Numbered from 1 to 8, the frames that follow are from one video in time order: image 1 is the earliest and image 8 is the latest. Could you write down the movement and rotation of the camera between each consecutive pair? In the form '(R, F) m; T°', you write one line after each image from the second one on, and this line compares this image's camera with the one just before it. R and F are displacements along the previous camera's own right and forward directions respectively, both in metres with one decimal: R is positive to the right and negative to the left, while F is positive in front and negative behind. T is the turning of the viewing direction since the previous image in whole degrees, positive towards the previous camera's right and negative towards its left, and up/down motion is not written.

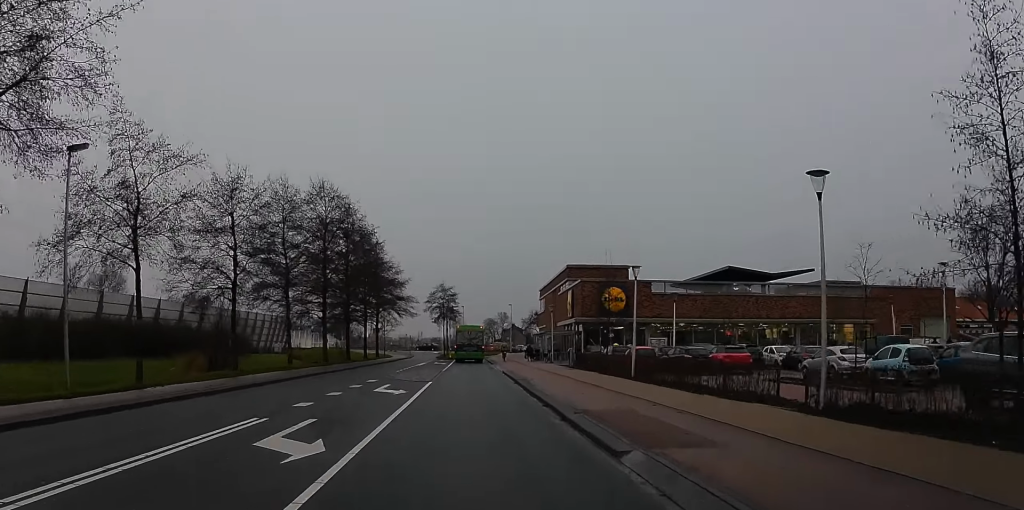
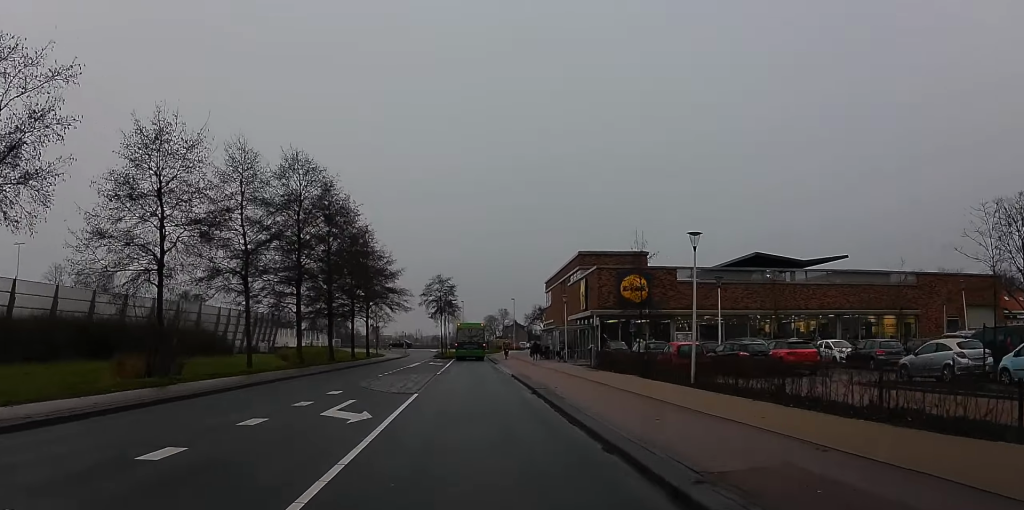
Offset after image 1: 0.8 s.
(+0.2, +8.0) m; +2°
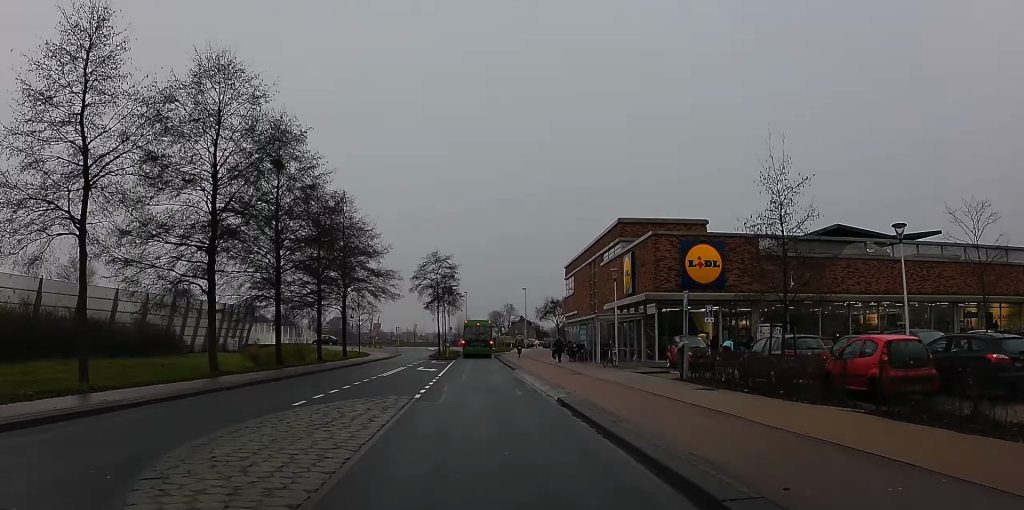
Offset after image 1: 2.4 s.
(0.0, +16.2) m; -2°
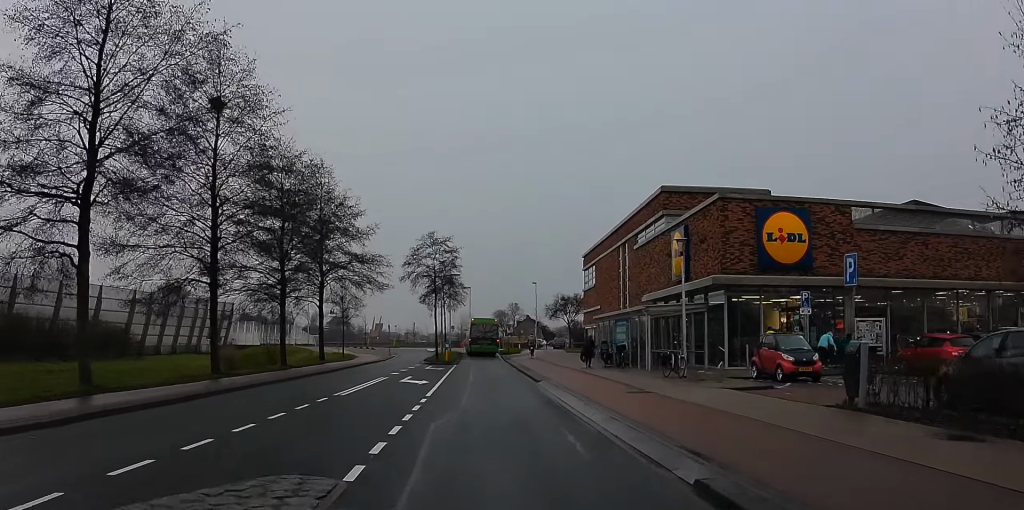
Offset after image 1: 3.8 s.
(0.0, +10.4) m; +2°
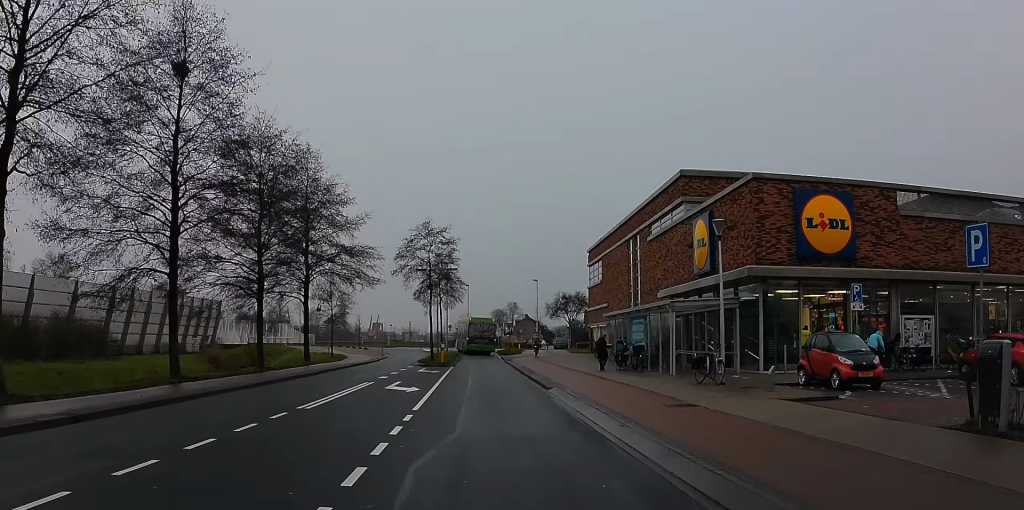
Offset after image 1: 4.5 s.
(-0.1, +4.0) m; +3°
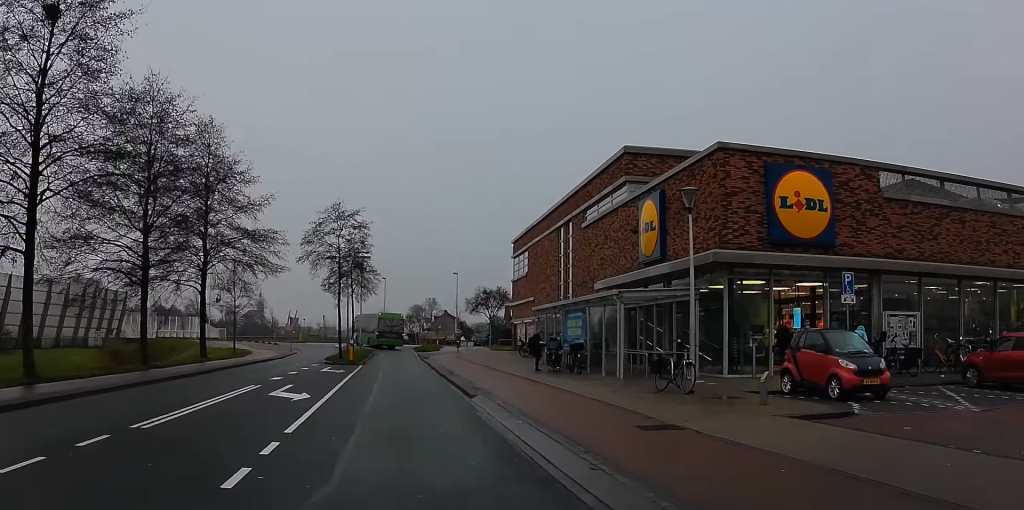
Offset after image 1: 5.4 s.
(+0.5, +4.6) m; +13°
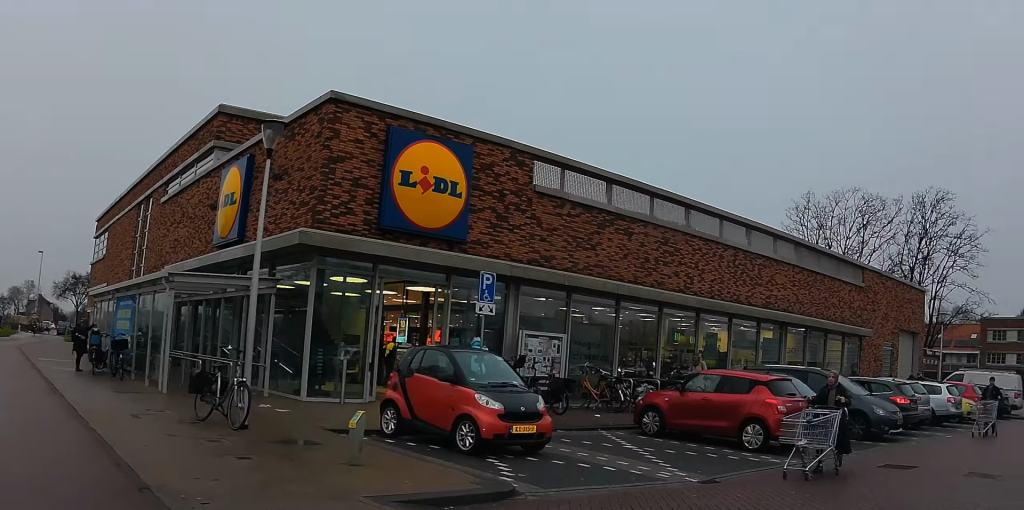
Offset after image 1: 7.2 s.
(+1.7, +5.1) m; +39°
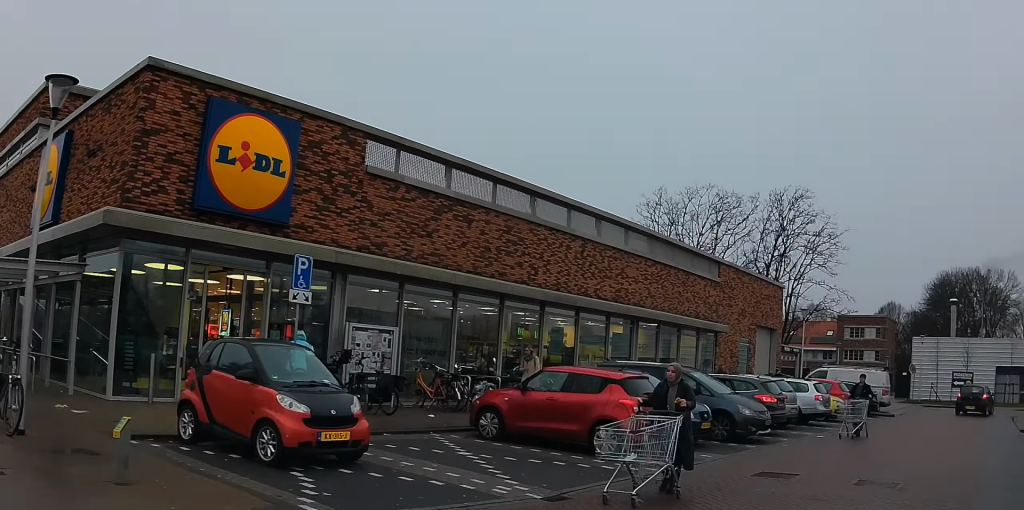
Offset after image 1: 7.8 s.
(+0.2, +1.5) m; +11°
